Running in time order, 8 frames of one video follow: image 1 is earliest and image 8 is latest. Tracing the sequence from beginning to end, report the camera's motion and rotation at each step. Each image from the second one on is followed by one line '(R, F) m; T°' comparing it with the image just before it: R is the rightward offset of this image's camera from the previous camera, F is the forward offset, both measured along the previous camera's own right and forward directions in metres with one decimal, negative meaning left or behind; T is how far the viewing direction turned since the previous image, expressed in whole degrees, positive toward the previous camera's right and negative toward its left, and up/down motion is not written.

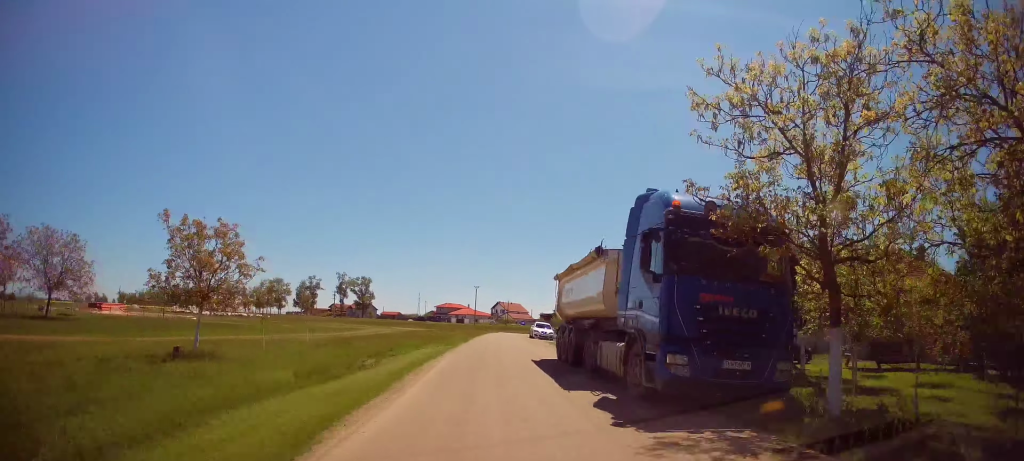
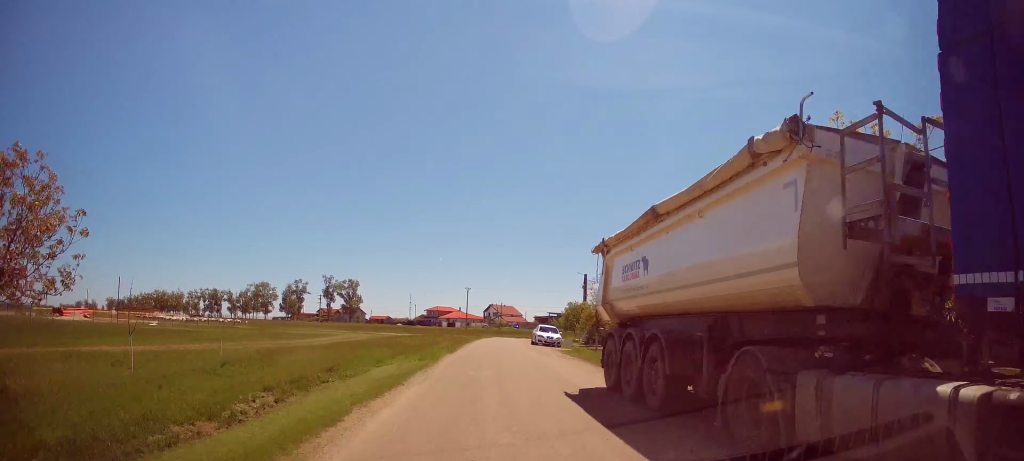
(0.0, +8.4) m; +2°
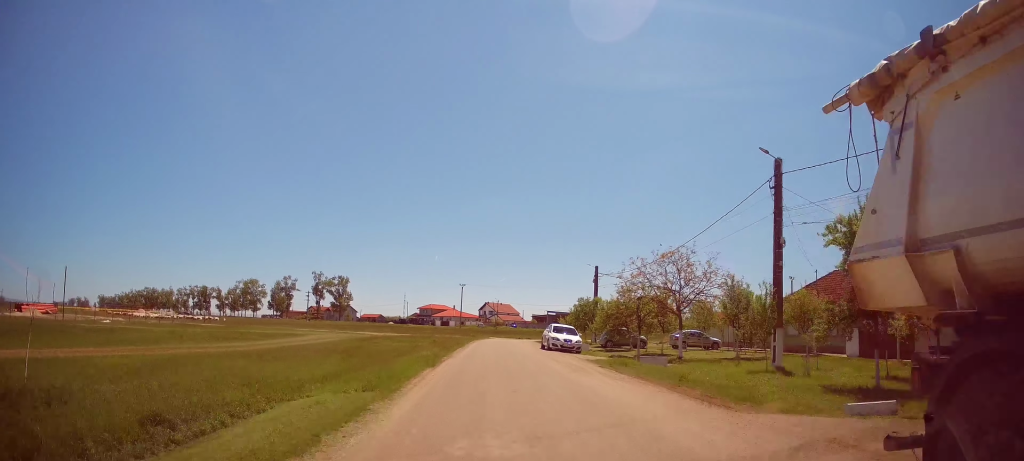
(+0.2, +8.5) m; +1°
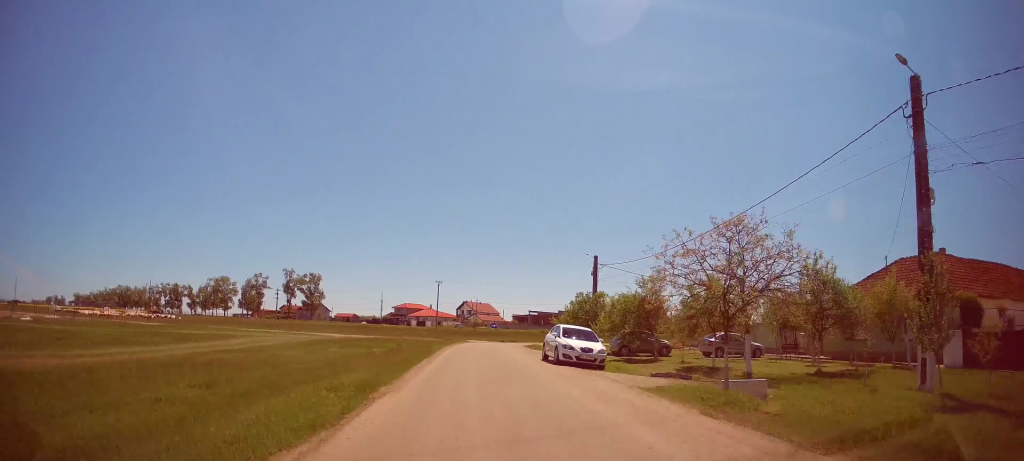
(+0.1, +9.4) m; +1°
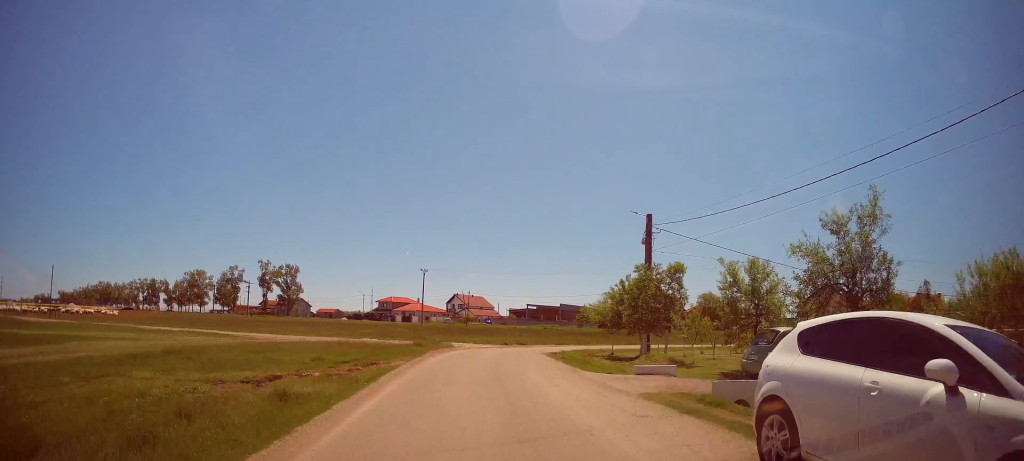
(+0.5, +17.9) m; +2°
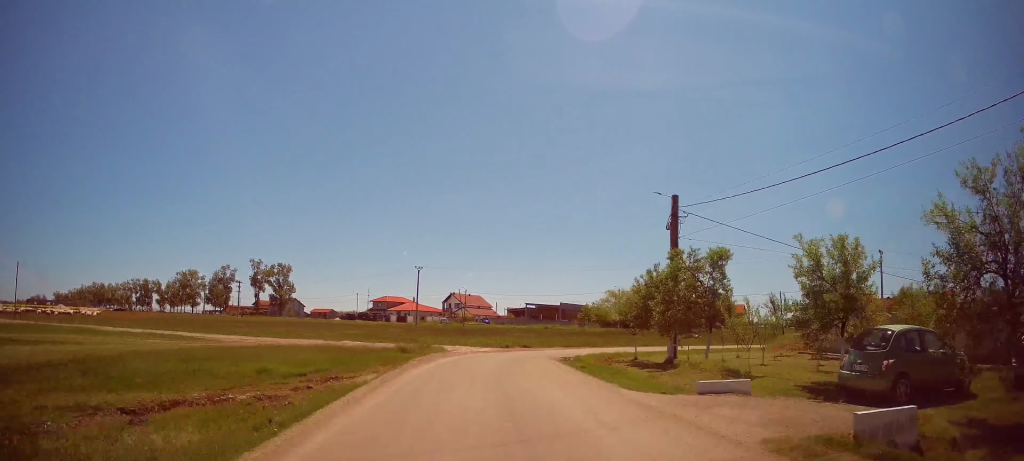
(-0.1, +4.8) m; 0°
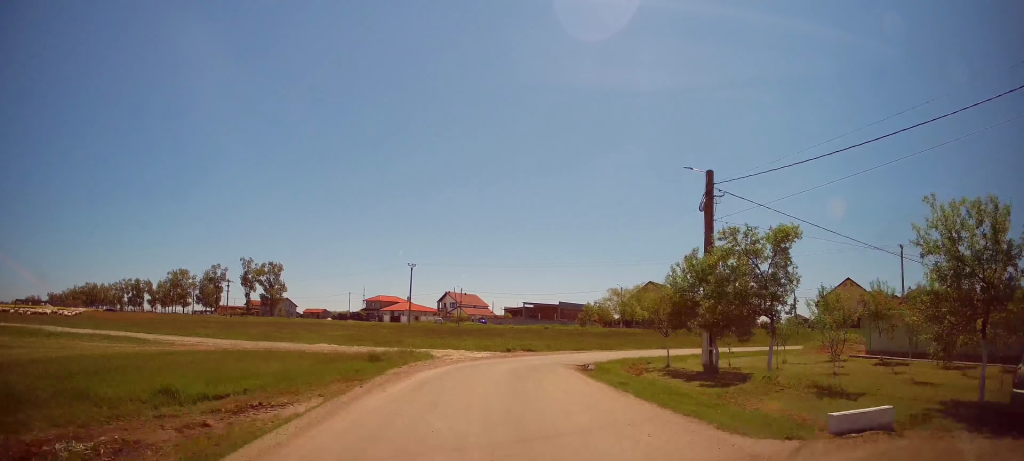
(0.0, +4.8) m; 0°
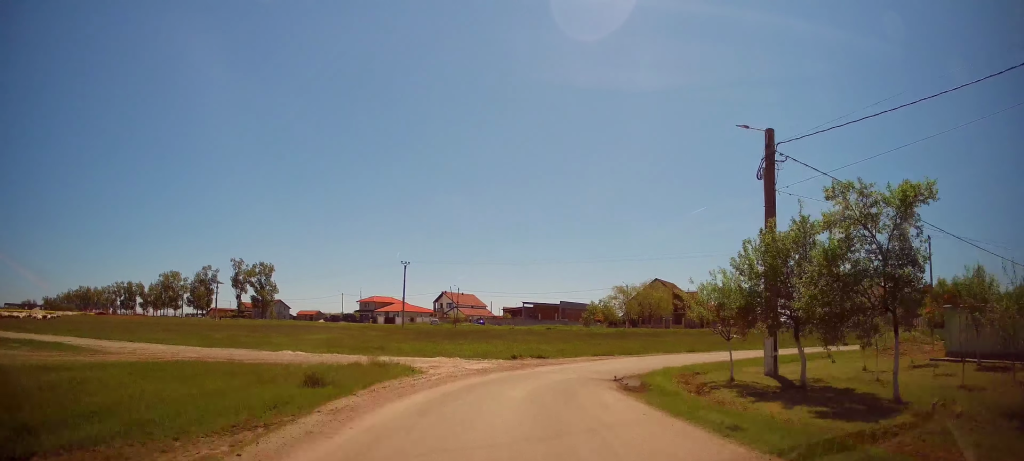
(0.0, +5.4) m; 0°
